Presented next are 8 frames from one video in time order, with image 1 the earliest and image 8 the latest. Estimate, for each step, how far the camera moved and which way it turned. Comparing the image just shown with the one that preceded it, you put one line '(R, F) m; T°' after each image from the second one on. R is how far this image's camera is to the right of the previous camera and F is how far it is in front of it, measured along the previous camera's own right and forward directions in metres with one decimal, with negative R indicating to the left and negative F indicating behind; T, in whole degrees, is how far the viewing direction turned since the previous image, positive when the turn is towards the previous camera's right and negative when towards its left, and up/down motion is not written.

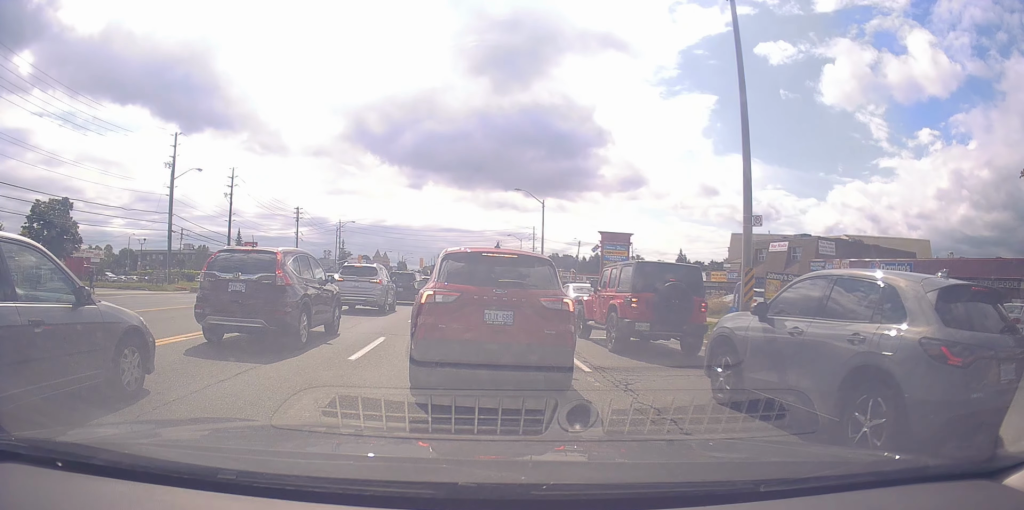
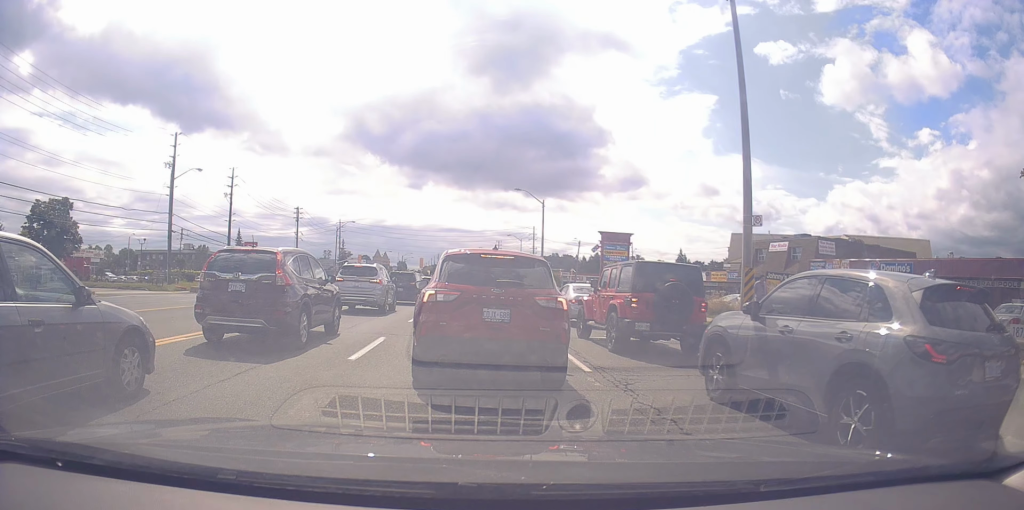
(0.0, 0.0) m; 0°
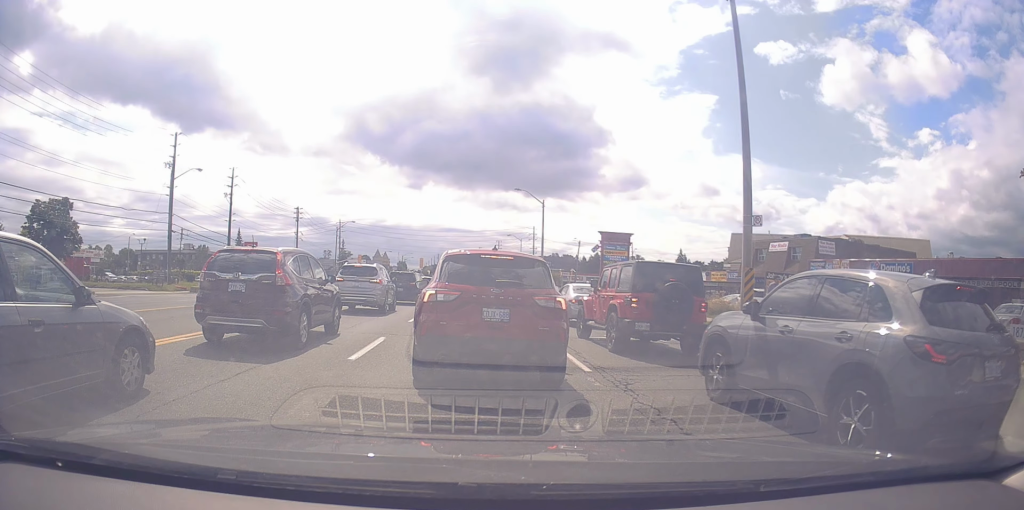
(0.0, 0.0) m; 0°
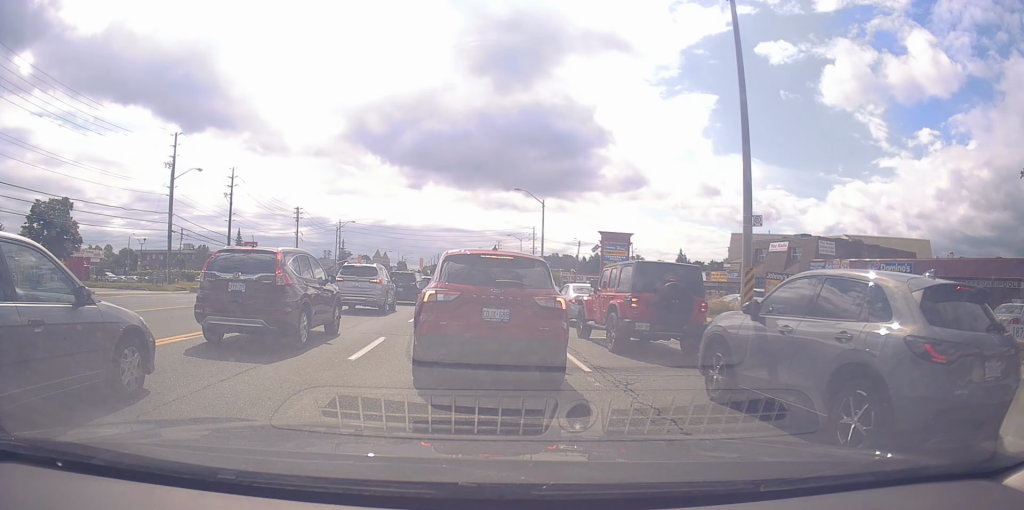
(0.0, 0.0) m; 0°
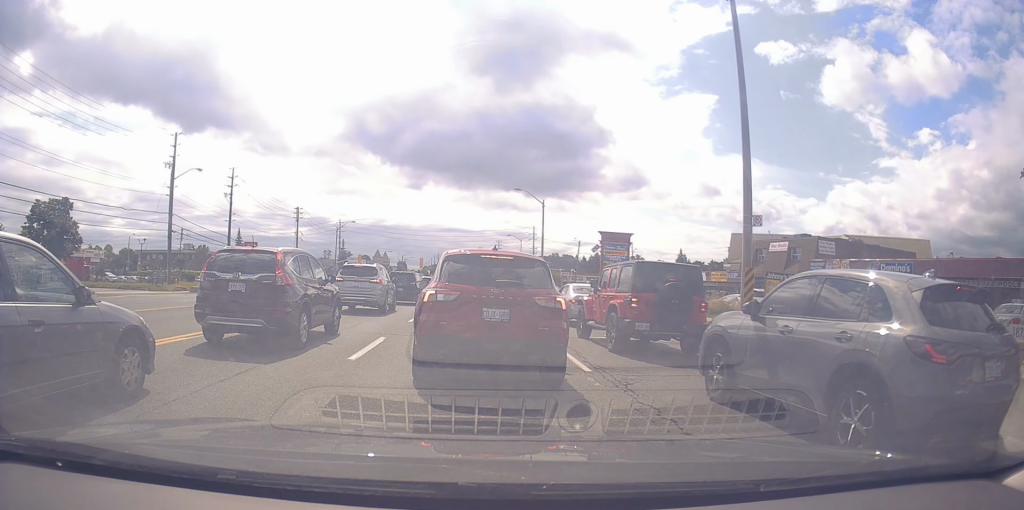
(0.0, 0.0) m; 0°
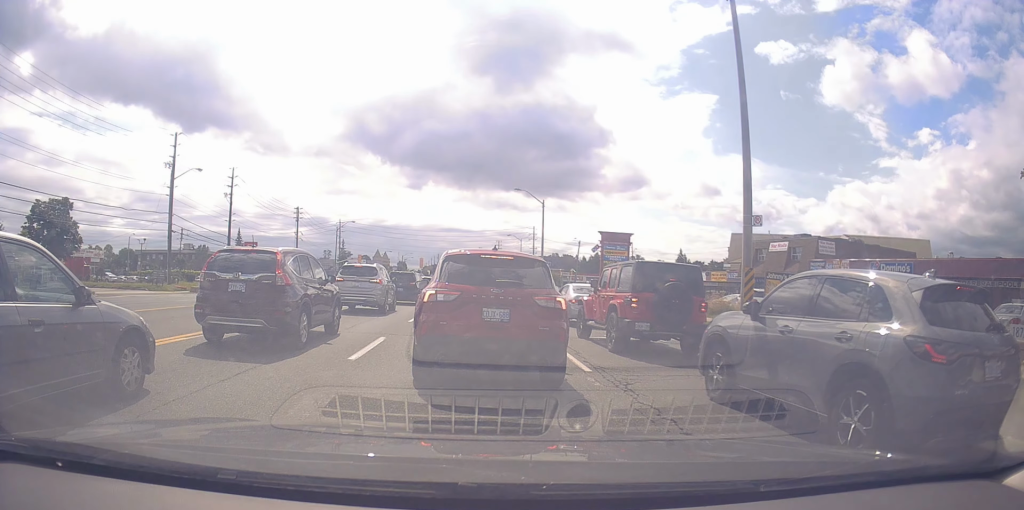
(0.0, 0.0) m; 0°
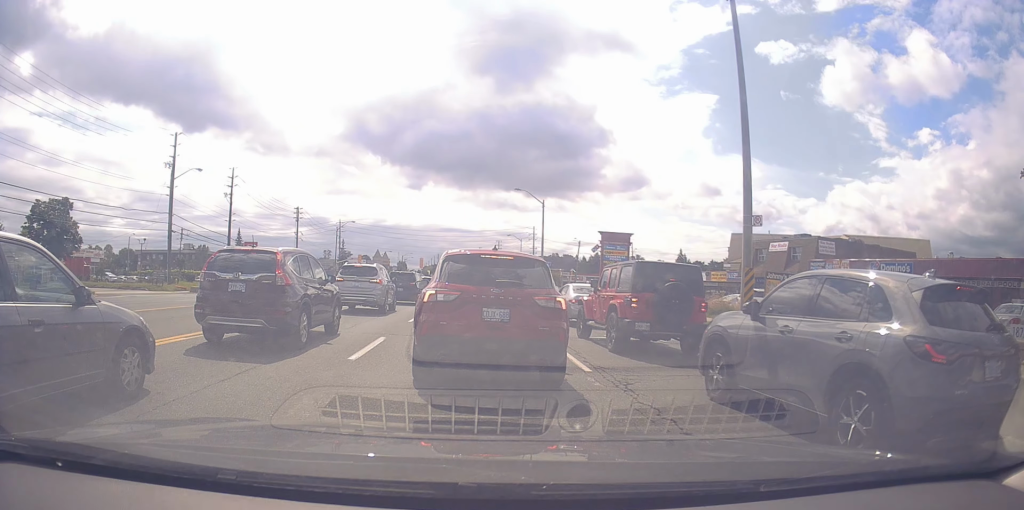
(0.0, 0.0) m; 0°
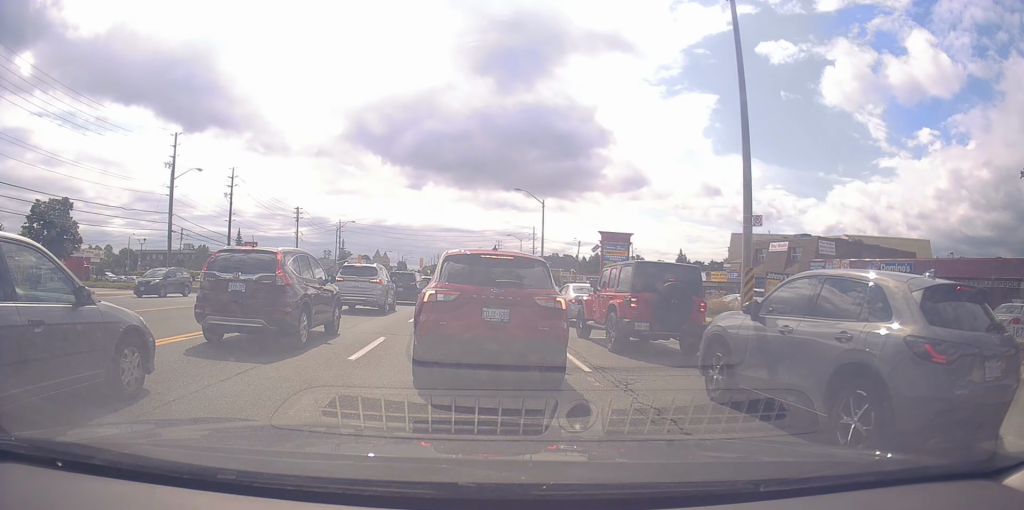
(0.0, 0.0) m; 0°
